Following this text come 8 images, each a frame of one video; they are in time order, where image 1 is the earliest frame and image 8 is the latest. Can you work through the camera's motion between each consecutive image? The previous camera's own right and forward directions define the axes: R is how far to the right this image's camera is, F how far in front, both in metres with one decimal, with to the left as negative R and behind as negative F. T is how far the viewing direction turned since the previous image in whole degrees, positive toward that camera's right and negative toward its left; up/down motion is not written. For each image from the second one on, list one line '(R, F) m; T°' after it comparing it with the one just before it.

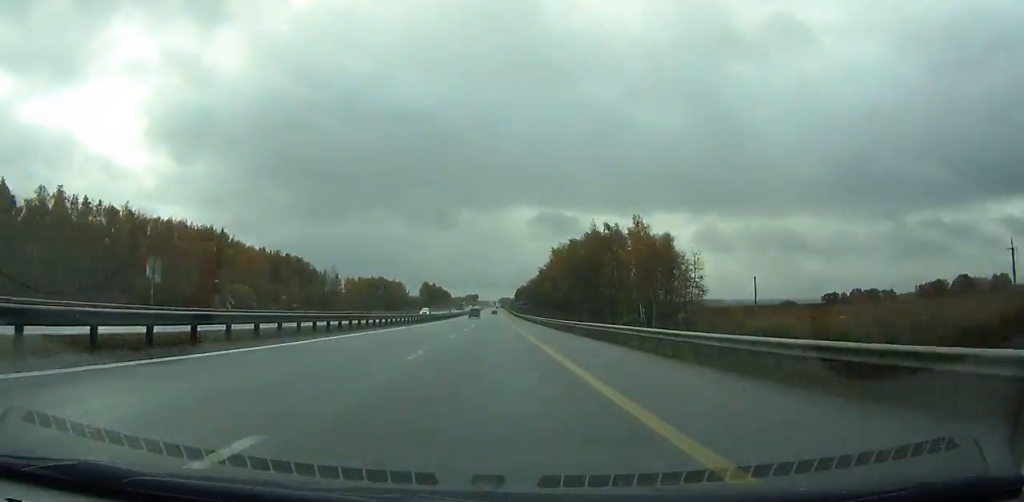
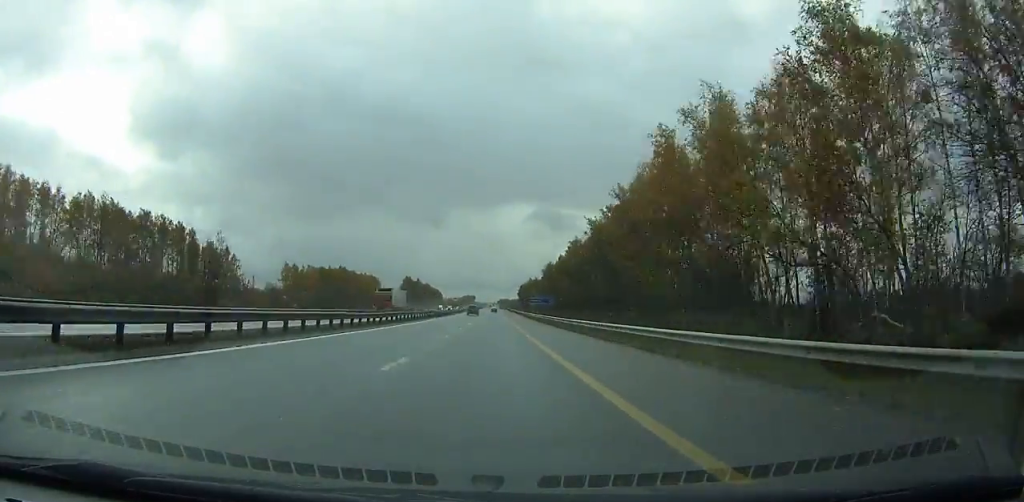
(+0.2, +98.7) m; 0°
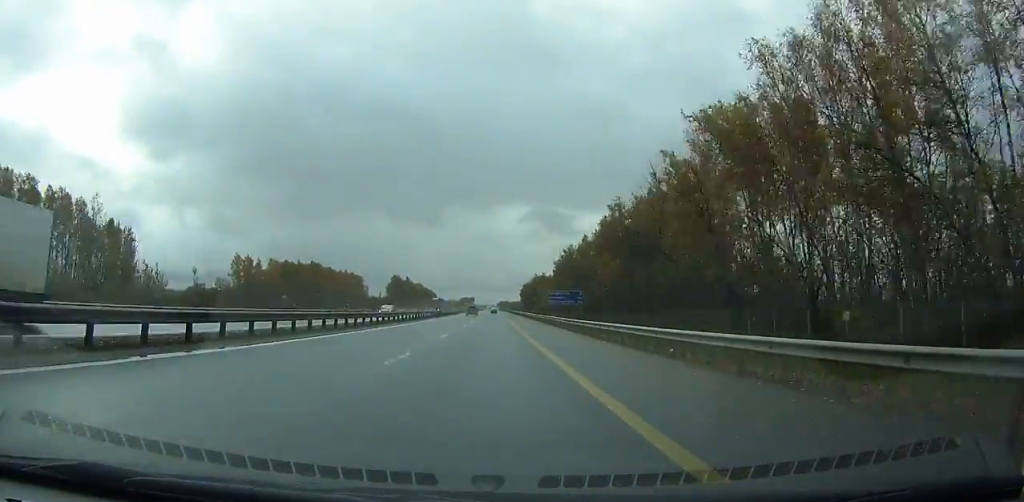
(0.0, +46.6) m; 0°
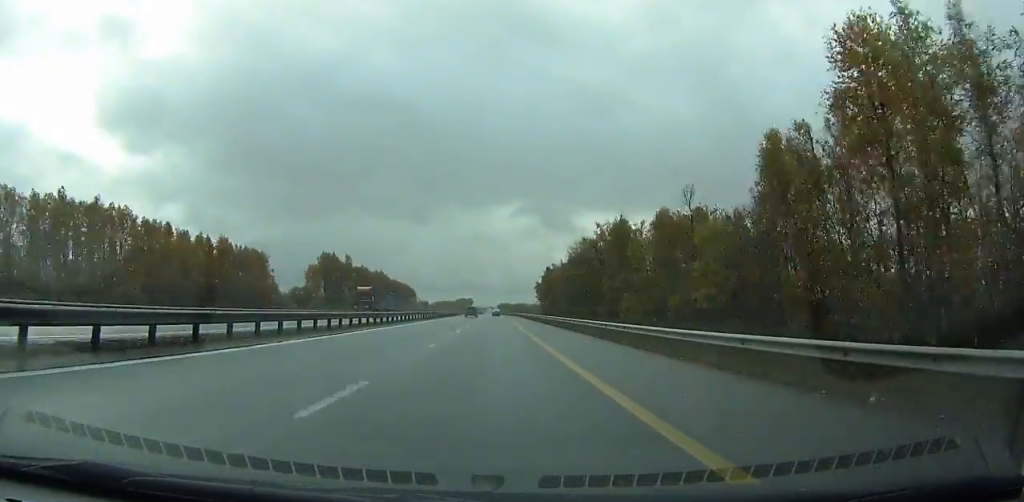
(+0.3, +148.7) m; 0°
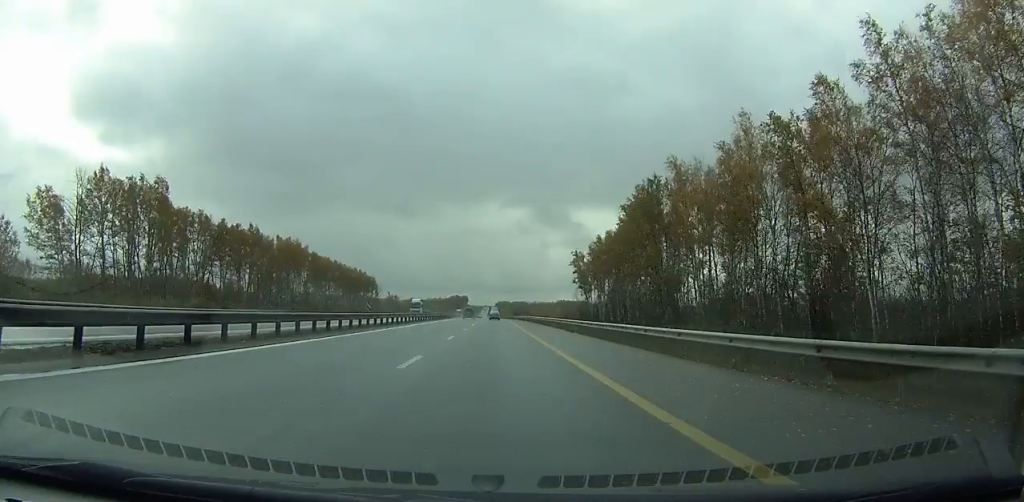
(-0.4, +126.7) m; 0°
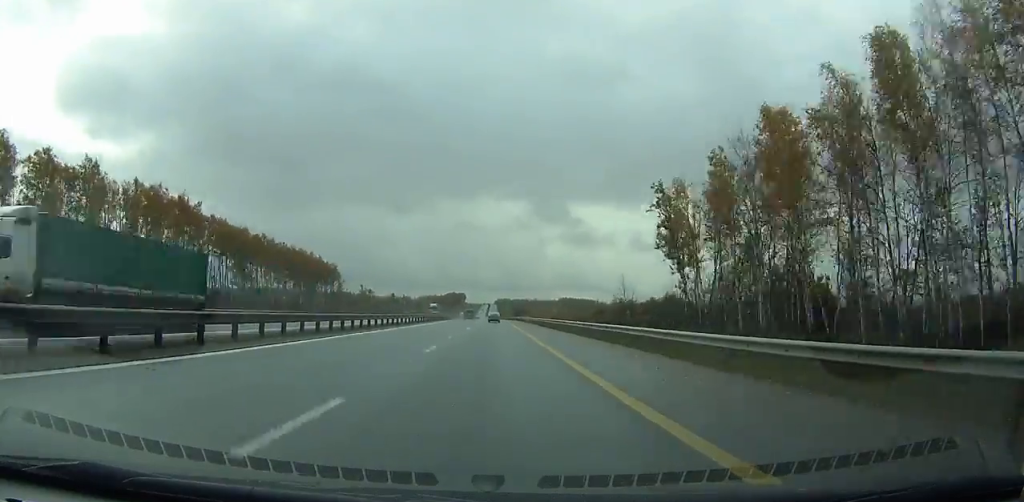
(+0.2, +69.0) m; 0°
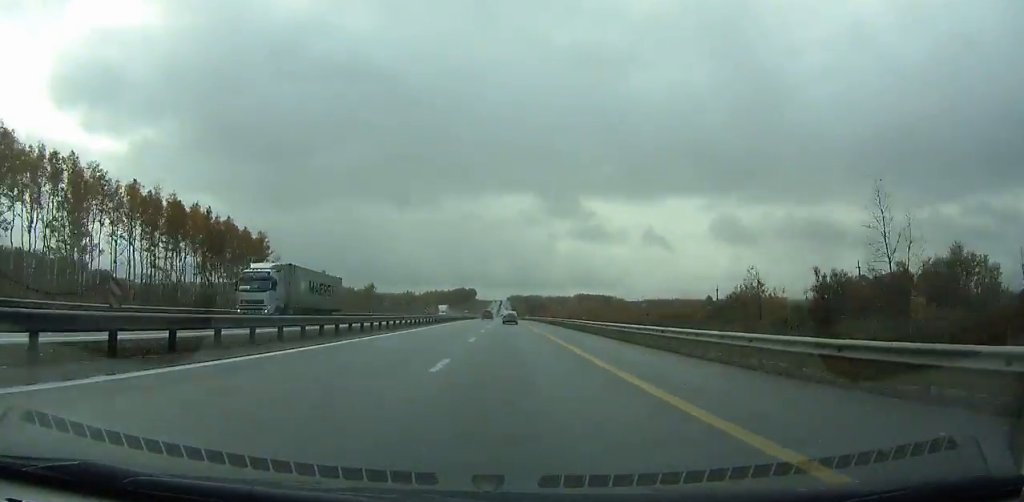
(0.0, +76.3) m; 0°
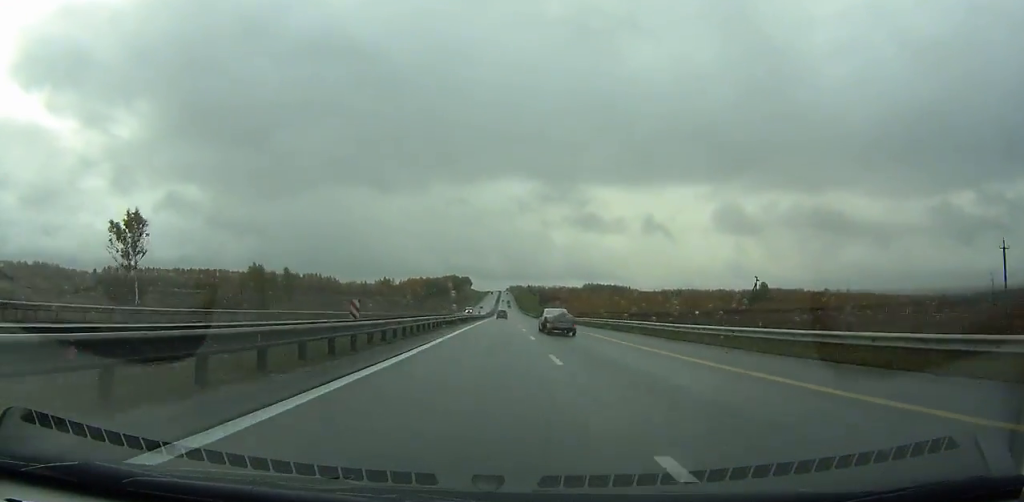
(-1.0, +154.3) m; 0°
